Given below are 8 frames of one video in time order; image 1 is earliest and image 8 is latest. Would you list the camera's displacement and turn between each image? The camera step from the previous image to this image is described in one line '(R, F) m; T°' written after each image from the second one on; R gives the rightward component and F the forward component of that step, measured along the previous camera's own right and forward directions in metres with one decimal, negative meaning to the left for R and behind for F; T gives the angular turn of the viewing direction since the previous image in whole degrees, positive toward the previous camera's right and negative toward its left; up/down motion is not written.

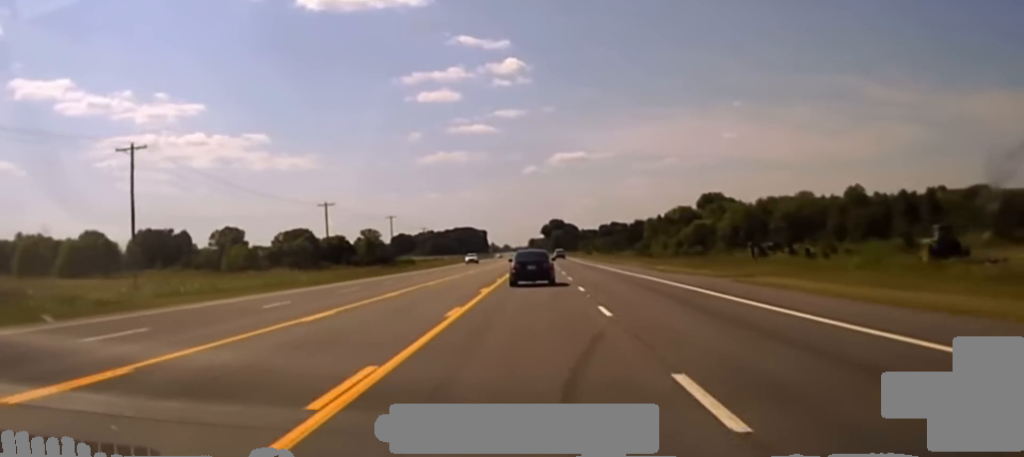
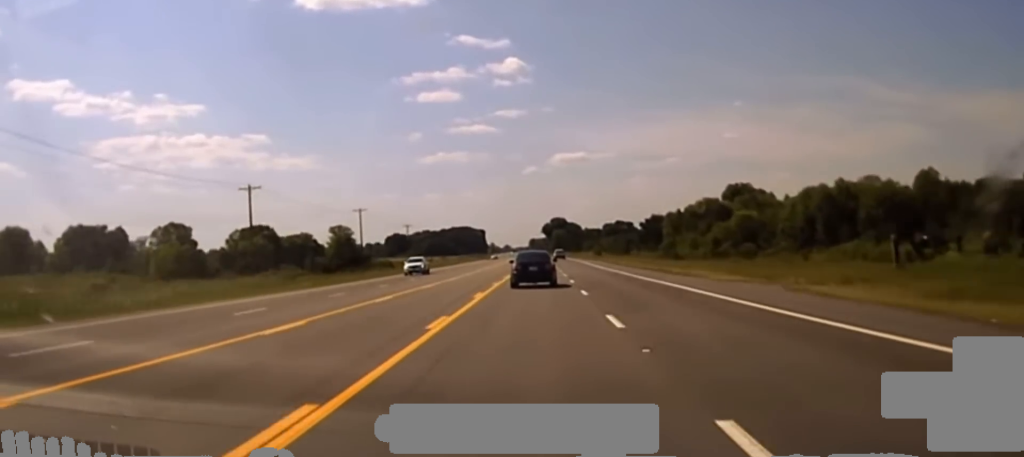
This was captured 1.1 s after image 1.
(0.0, +42.7) m; 0°
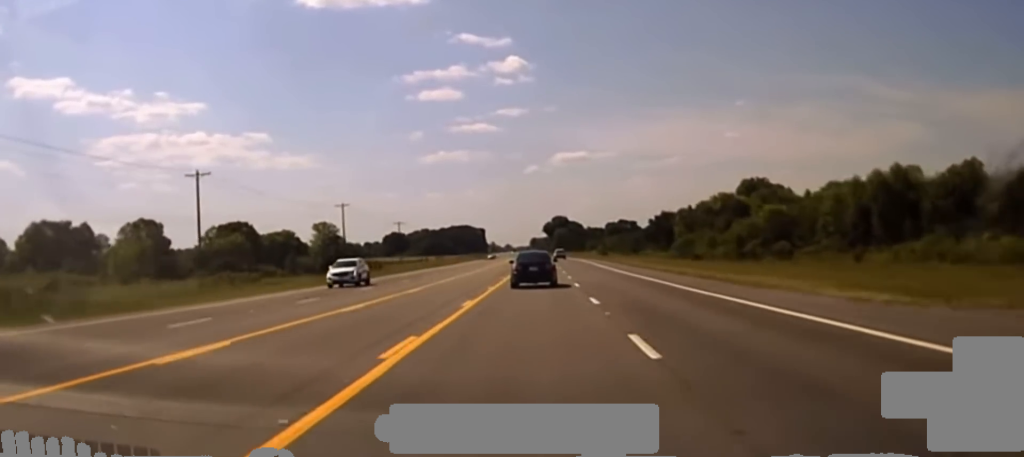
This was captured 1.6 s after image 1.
(0.0, +17.6) m; 0°
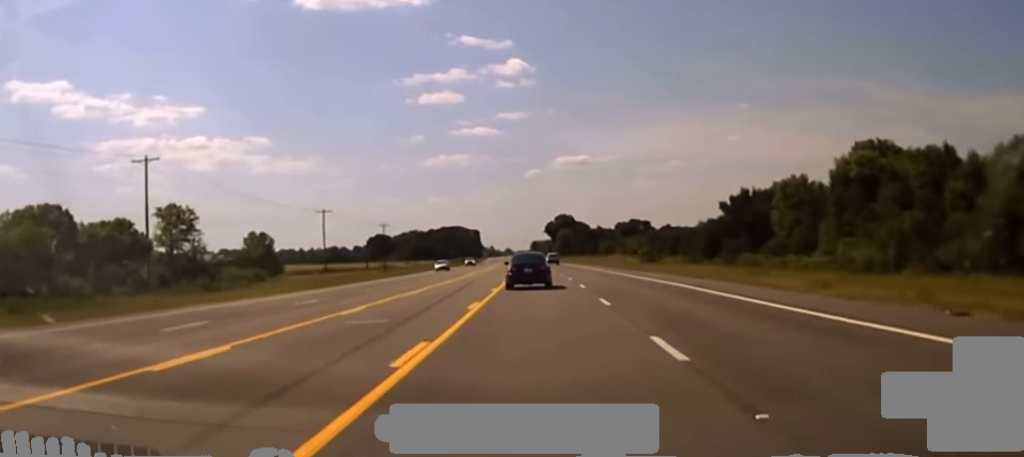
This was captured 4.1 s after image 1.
(0.0, +79.3) m; 0°
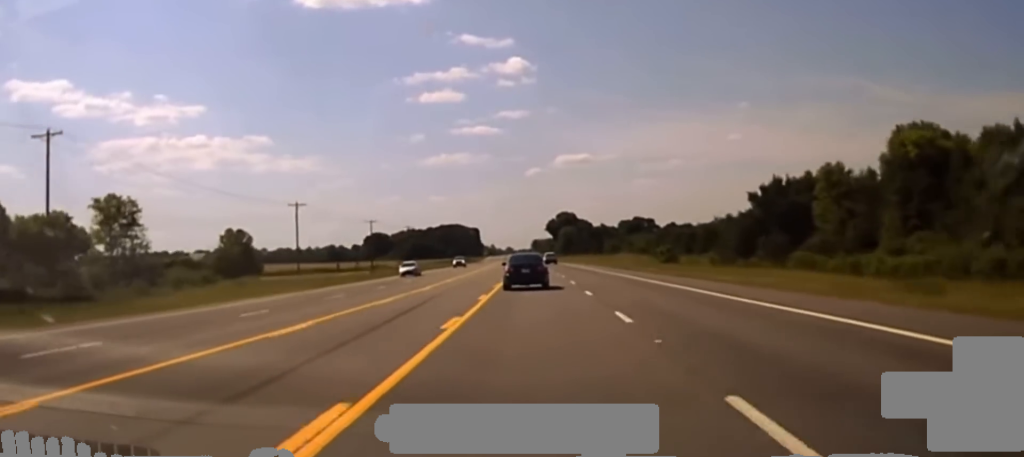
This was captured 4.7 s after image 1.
(0.0, +15.9) m; 0°
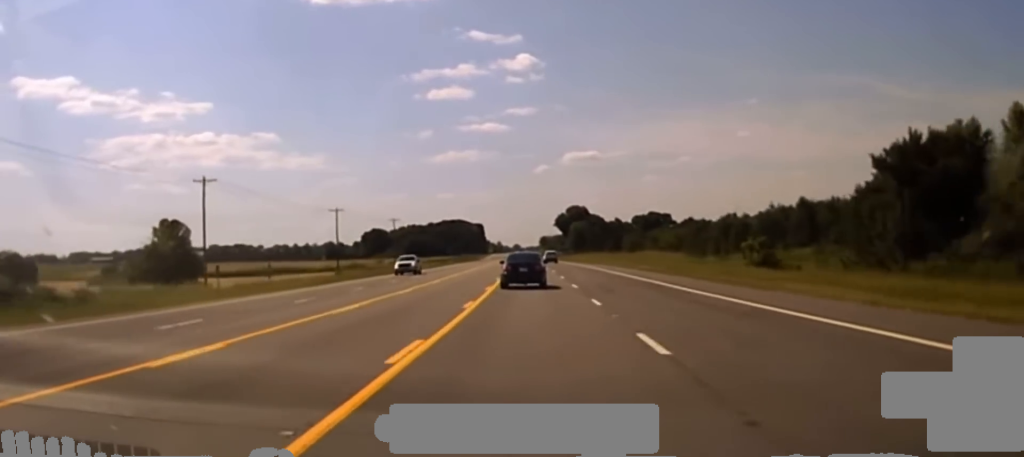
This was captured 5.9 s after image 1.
(0.0, +39.9) m; 0°
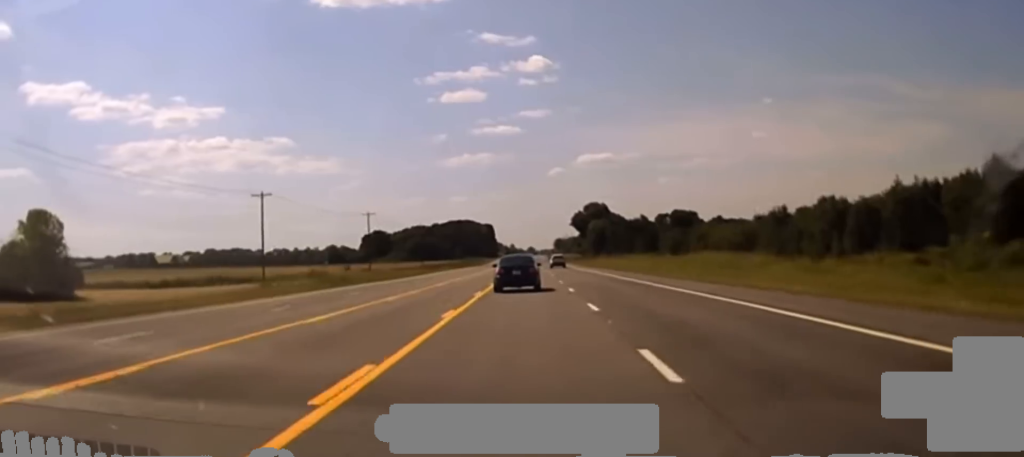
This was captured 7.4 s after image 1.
(-0.4, +56.2) m; -1°
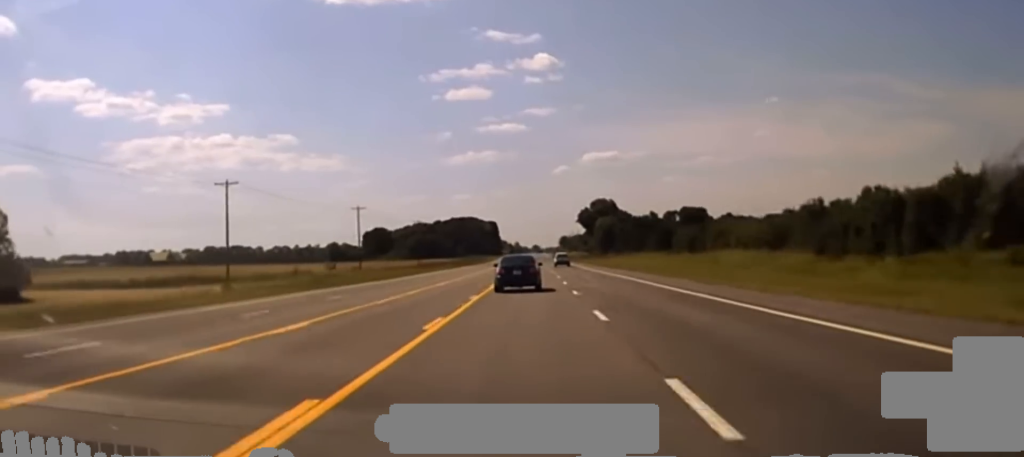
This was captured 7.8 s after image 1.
(0.0, +17.6) m; 0°
